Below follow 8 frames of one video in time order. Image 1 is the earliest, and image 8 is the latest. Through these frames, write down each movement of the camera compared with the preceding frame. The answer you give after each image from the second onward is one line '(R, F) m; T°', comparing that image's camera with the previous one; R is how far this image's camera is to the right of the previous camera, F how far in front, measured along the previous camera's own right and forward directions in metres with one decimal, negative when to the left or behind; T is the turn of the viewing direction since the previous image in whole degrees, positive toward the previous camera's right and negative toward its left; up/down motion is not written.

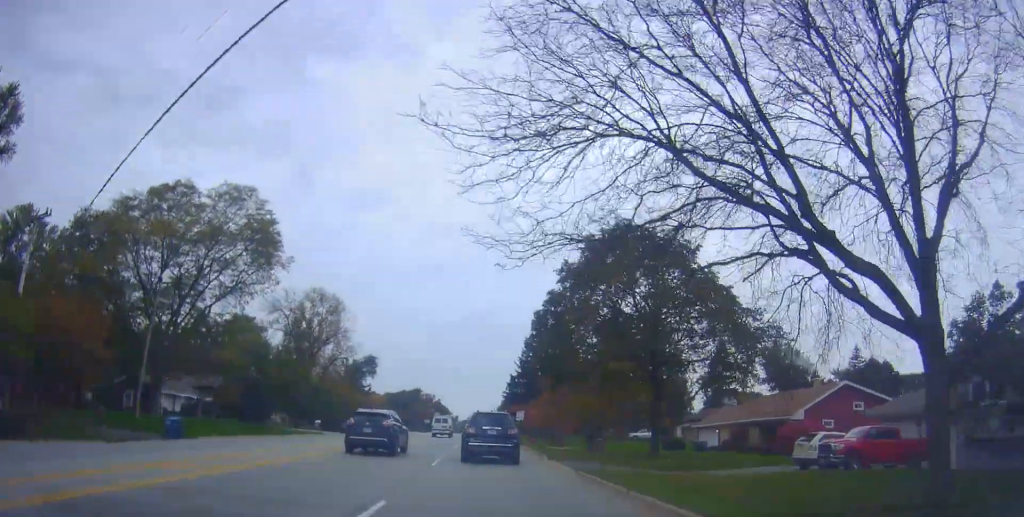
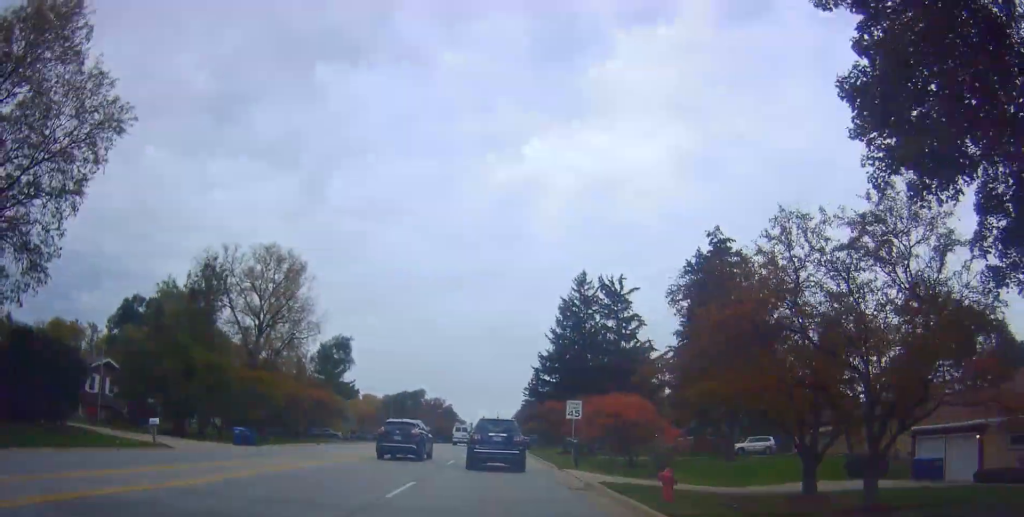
(+0.1, +32.3) m; +1°
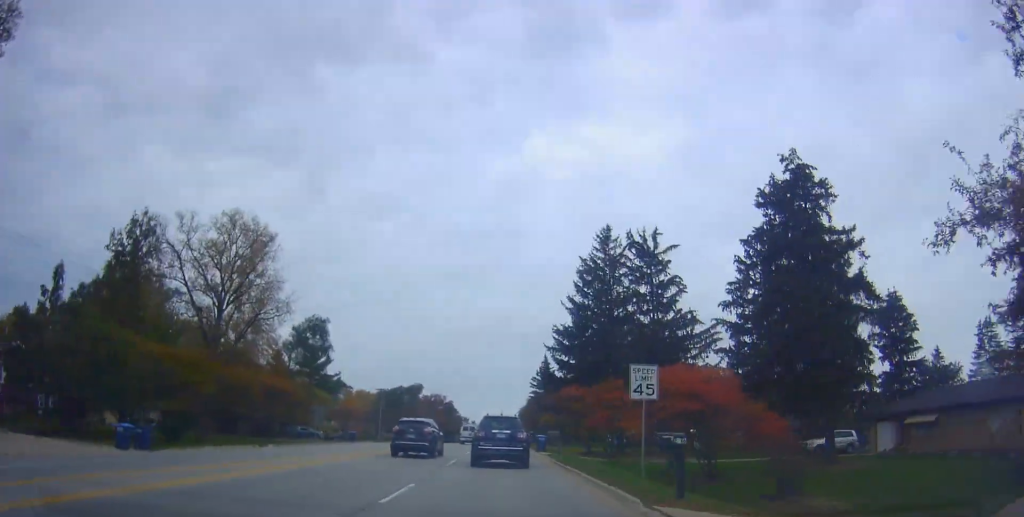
(+0.1, +13.5) m; -2°
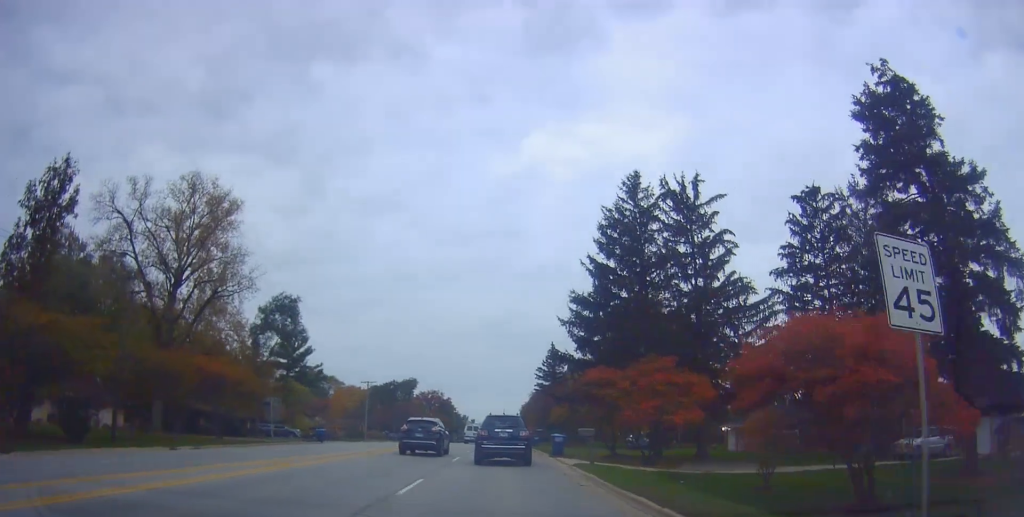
(-0.4, +11.2) m; -1°
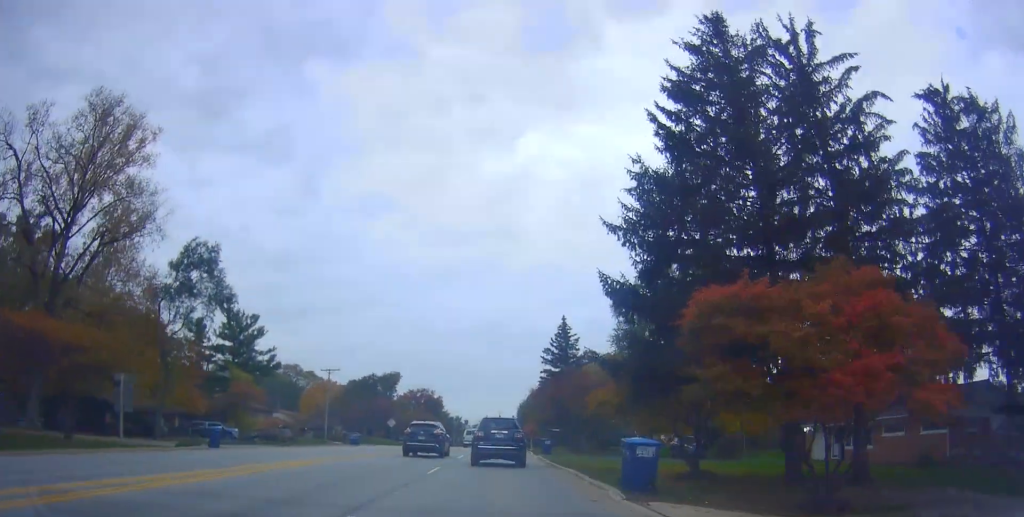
(-0.2, +18.5) m; +1°
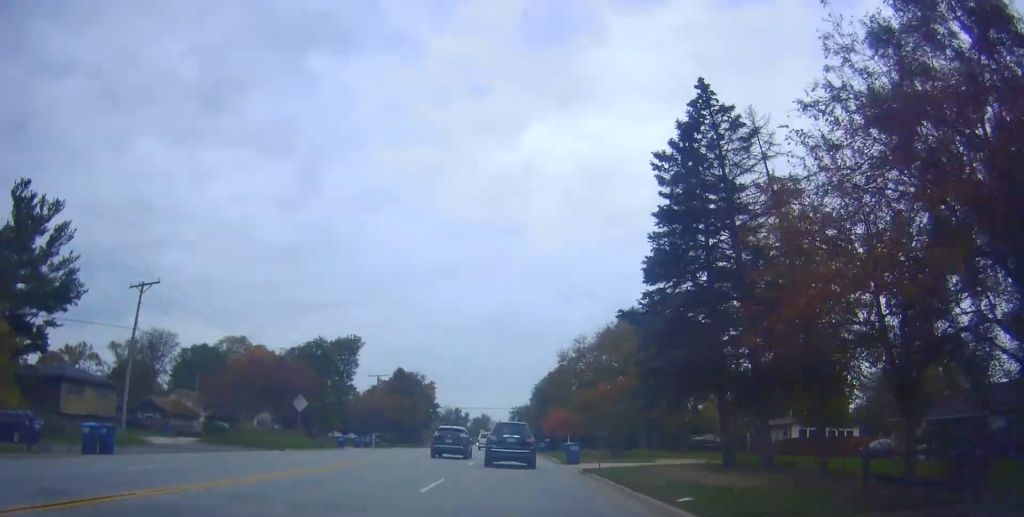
(+1.1, +40.9) m; +1°
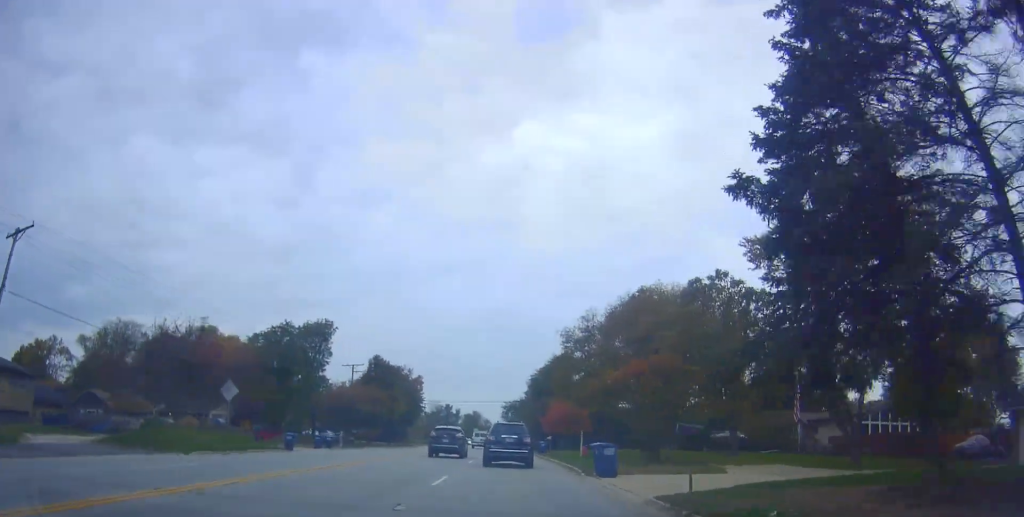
(-0.1, +10.7) m; 0°
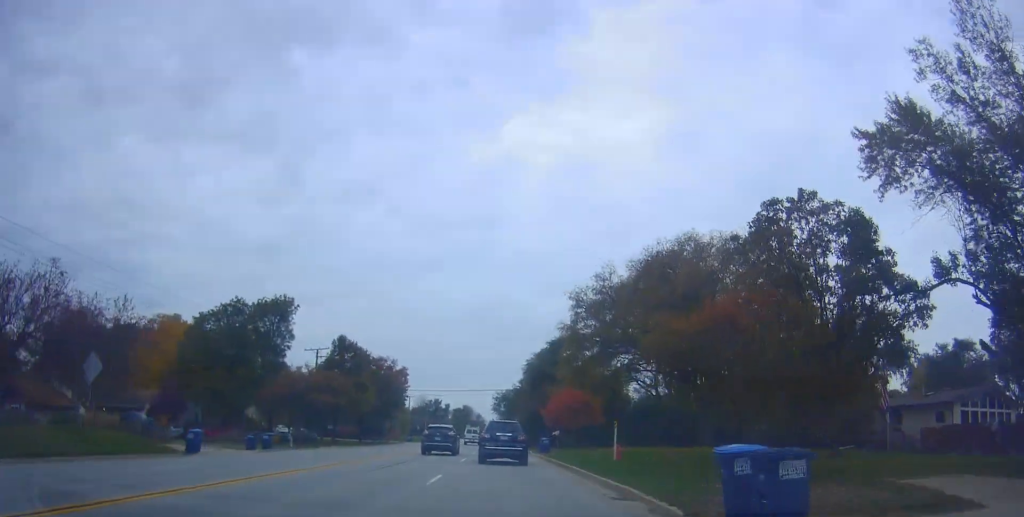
(-0.1, +12.3) m; +1°
